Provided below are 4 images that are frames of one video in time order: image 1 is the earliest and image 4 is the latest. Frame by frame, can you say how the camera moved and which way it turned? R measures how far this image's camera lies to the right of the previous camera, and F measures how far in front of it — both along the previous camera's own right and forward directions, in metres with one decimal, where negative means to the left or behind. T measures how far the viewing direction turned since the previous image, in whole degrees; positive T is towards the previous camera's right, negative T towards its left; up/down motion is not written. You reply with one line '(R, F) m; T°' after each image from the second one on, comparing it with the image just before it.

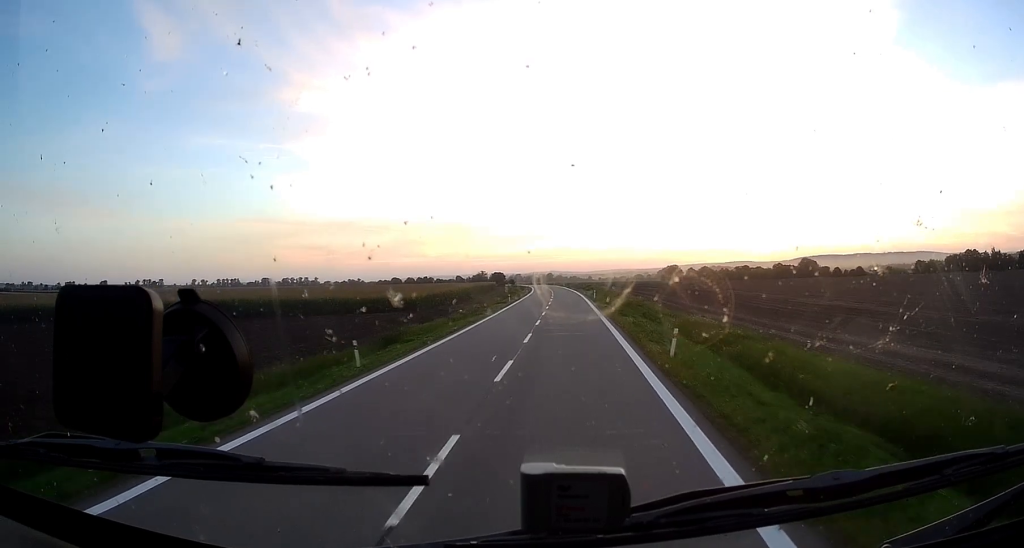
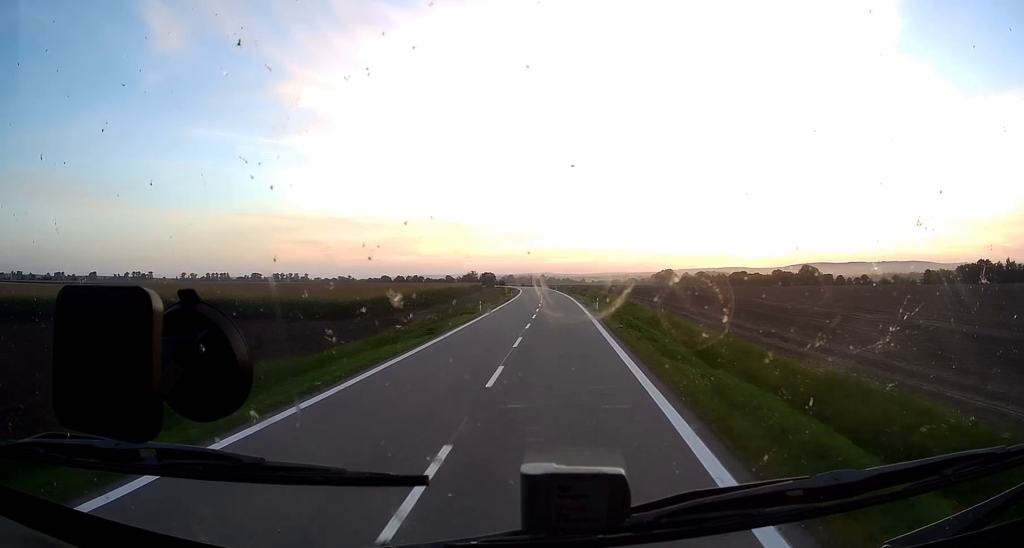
(+0.5, +18.8) m; 0°
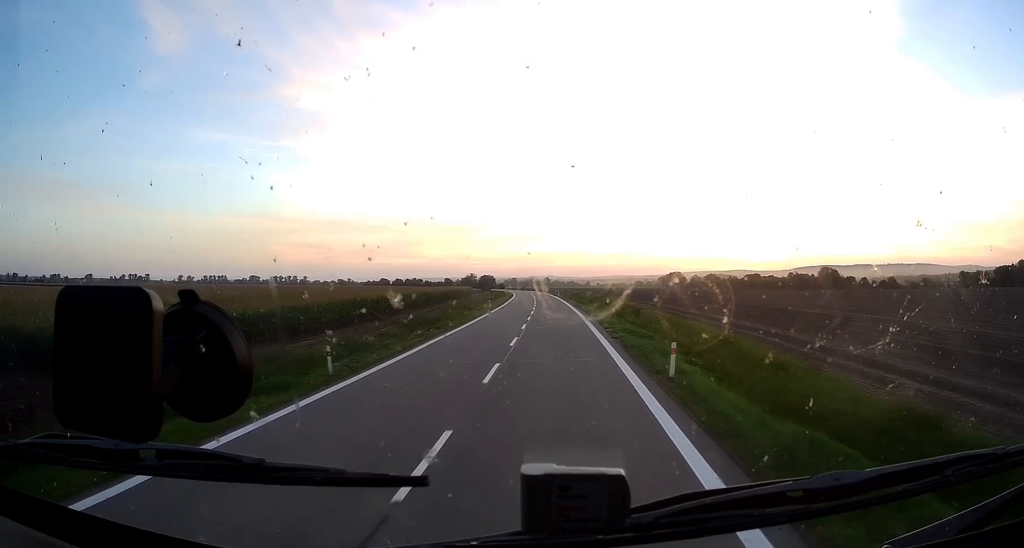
(-0.2, +34.4) m; +1°
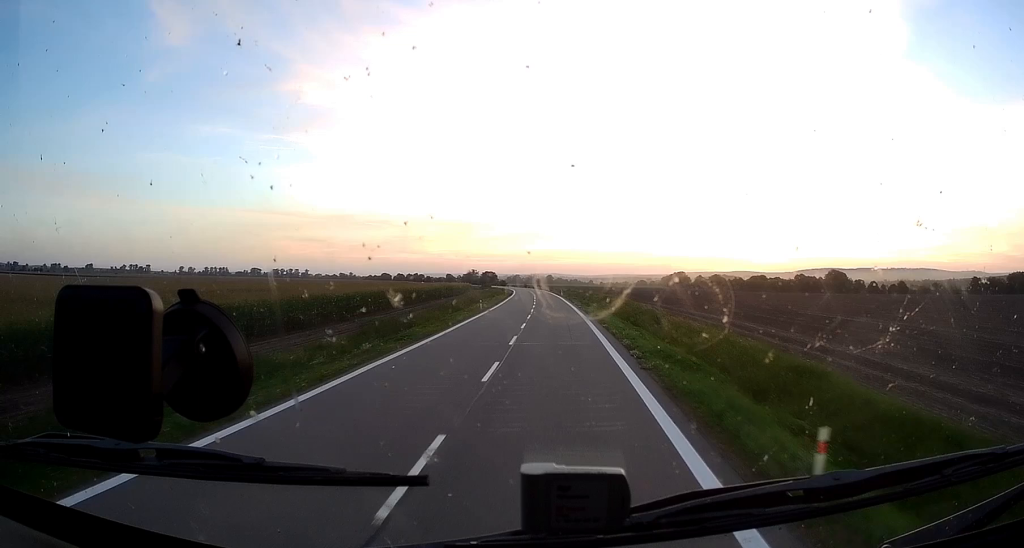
(+0.1, +9.5) m; +1°
